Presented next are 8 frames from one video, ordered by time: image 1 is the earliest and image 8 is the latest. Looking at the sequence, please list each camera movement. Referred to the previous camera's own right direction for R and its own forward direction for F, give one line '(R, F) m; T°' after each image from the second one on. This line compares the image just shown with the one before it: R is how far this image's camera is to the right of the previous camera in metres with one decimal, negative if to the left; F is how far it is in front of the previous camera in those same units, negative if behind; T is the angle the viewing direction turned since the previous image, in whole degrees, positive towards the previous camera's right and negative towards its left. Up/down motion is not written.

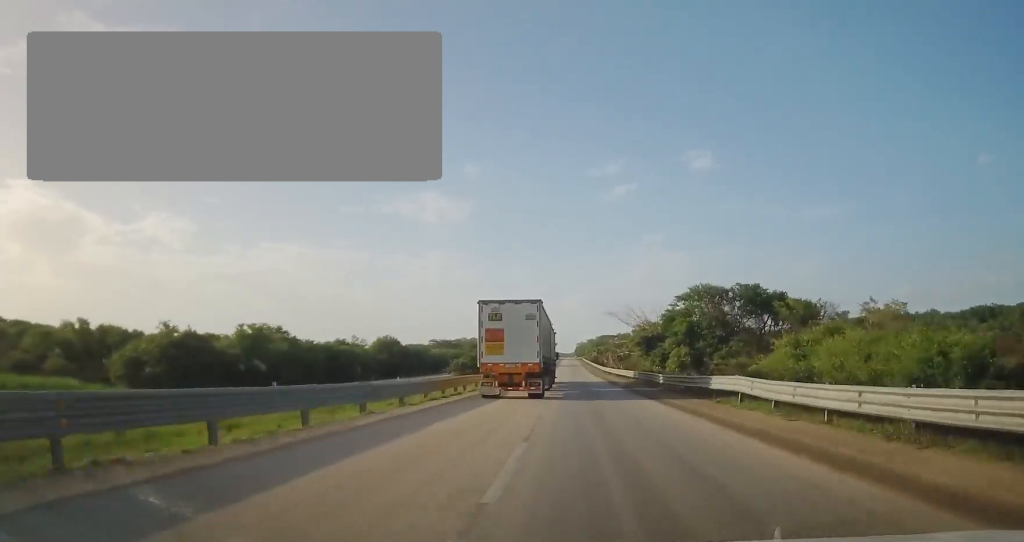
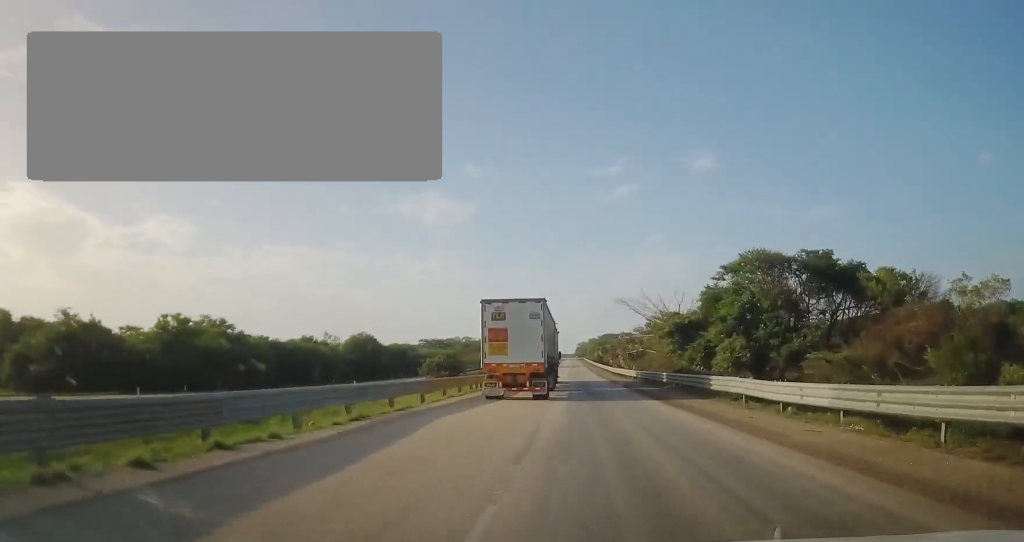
(-0.3, +19.8) m; -1°
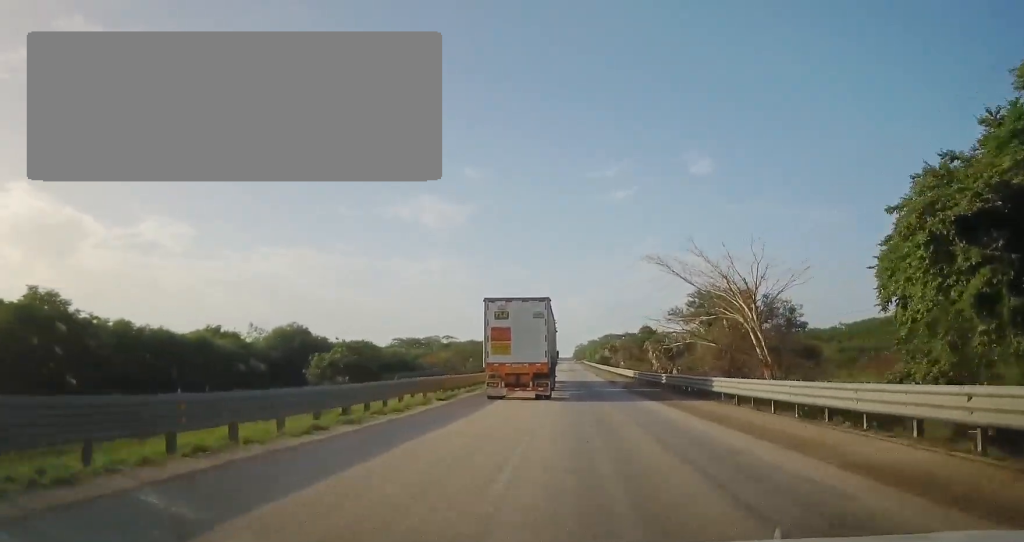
(-0.3, +35.6) m; -1°
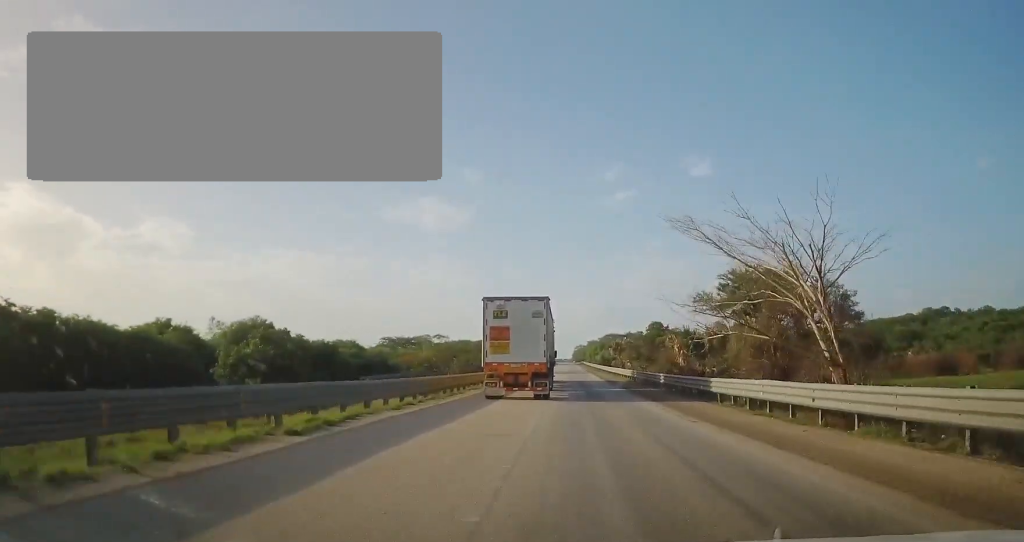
(-0.1, +13.1) m; 0°
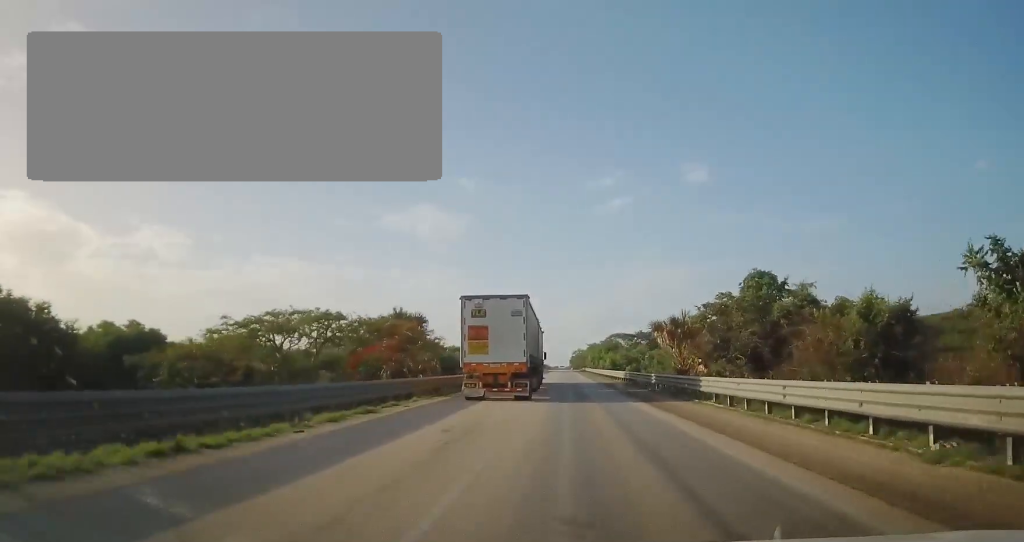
(+0.9, +52.8) m; +1°
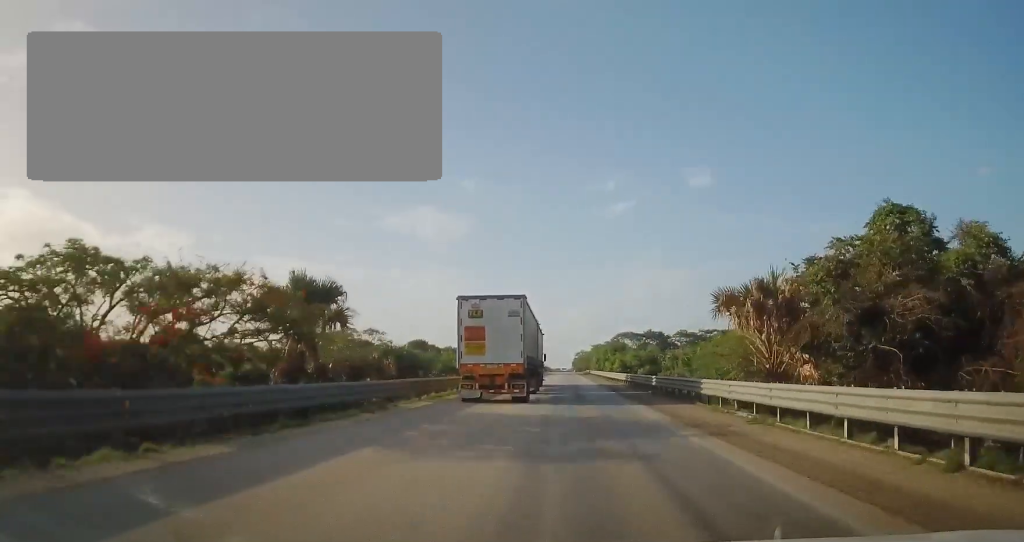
(0.0, +18.2) m; 0°
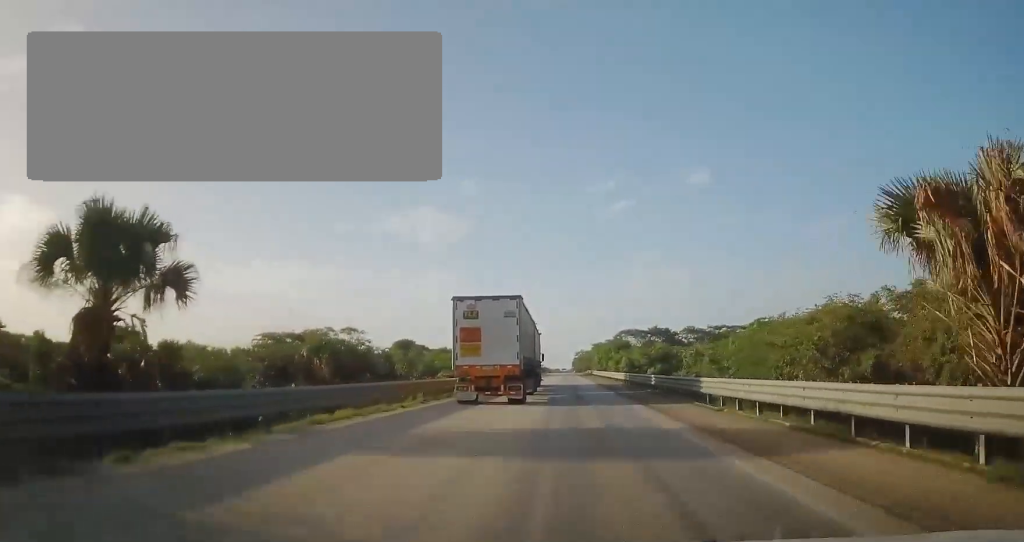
(-0.1, +13.8) m; 0°
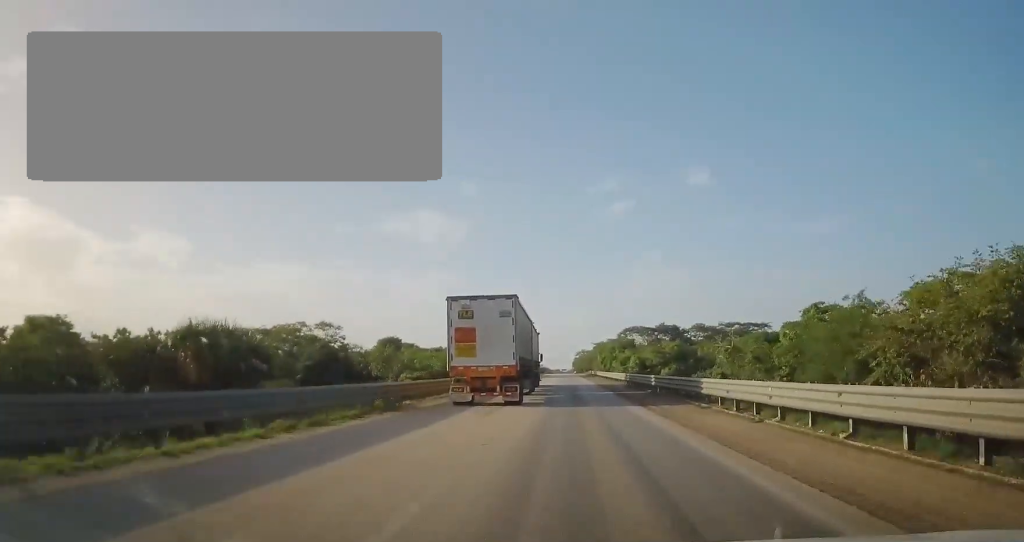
(0.0, +13.4) m; 0°
